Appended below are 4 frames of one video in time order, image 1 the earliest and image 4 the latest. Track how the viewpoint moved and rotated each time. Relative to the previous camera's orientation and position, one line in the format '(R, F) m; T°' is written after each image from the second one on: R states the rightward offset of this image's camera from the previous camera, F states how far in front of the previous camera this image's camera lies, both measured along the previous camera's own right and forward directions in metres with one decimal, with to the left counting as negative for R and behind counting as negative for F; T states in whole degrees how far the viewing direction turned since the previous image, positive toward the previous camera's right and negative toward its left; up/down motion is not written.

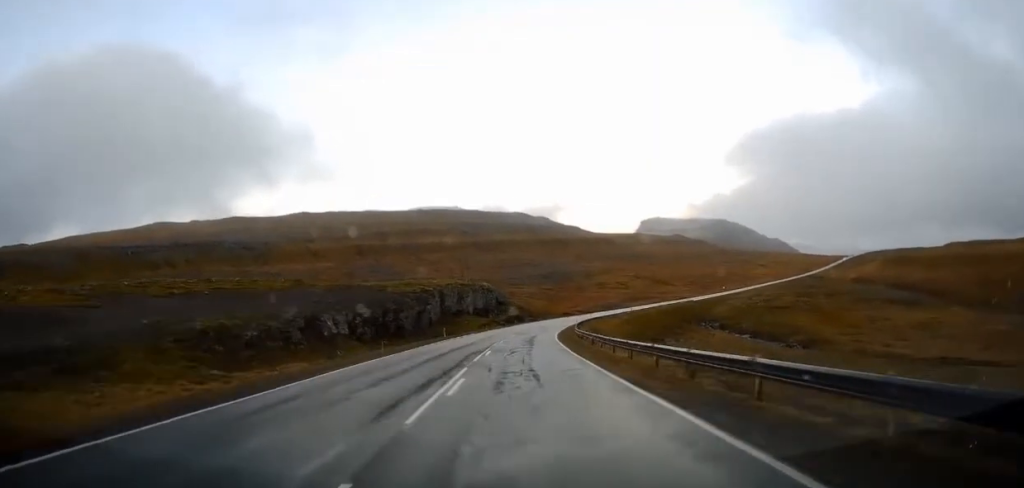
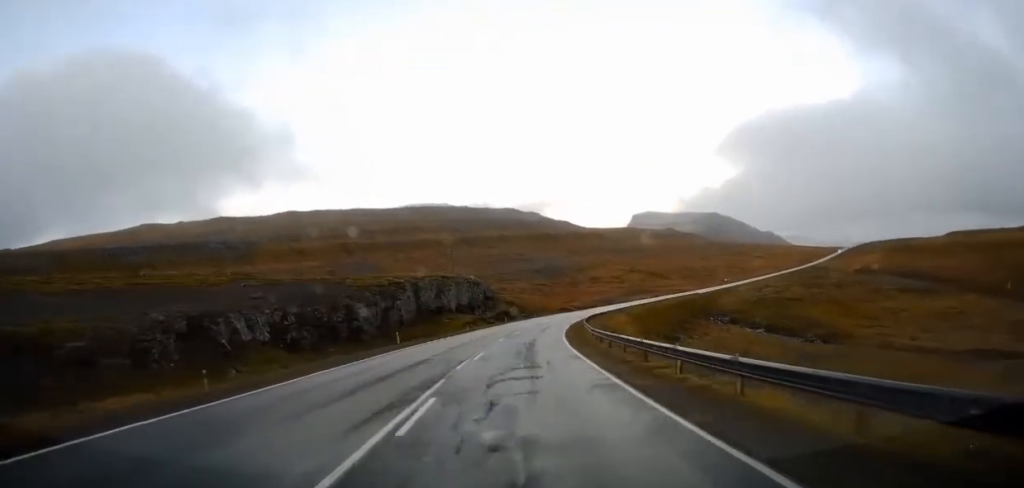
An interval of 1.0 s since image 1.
(+0.1, +15.2) m; +1°
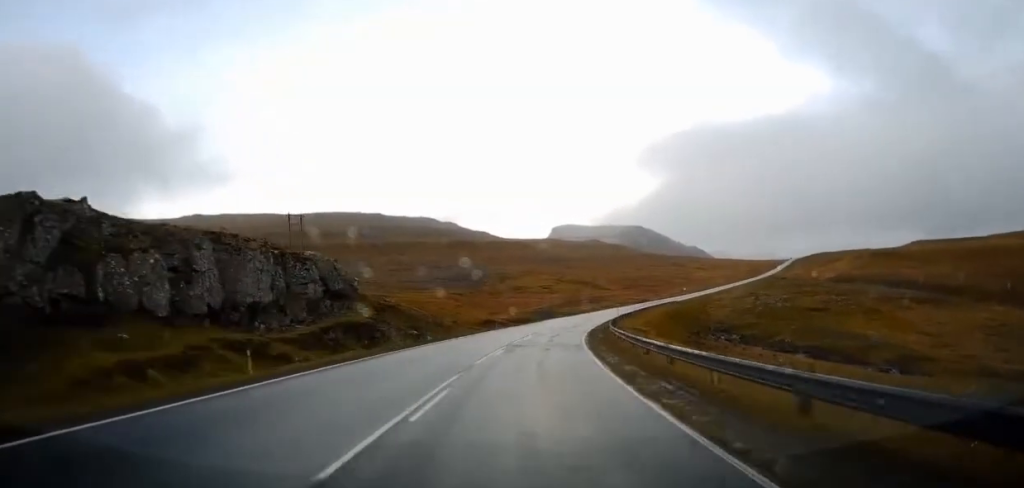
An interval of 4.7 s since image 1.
(+1.4, +57.4) m; +4°
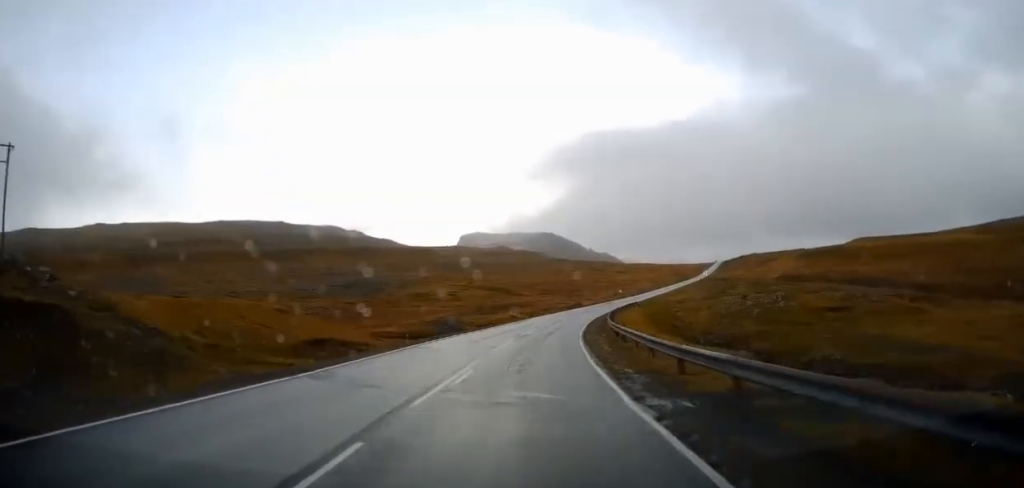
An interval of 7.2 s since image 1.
(+2.7, +41.5) m; +9°
